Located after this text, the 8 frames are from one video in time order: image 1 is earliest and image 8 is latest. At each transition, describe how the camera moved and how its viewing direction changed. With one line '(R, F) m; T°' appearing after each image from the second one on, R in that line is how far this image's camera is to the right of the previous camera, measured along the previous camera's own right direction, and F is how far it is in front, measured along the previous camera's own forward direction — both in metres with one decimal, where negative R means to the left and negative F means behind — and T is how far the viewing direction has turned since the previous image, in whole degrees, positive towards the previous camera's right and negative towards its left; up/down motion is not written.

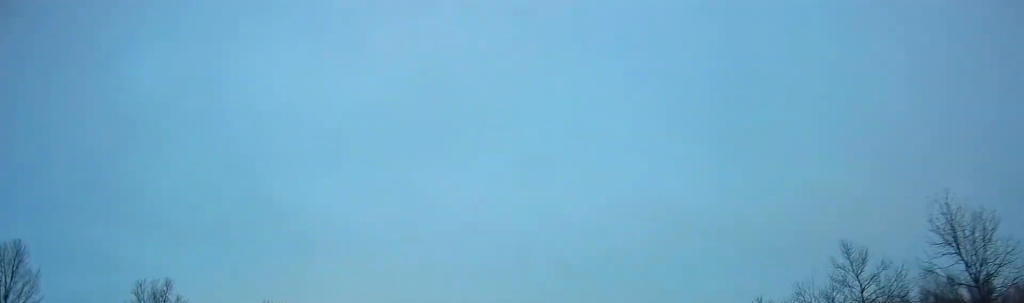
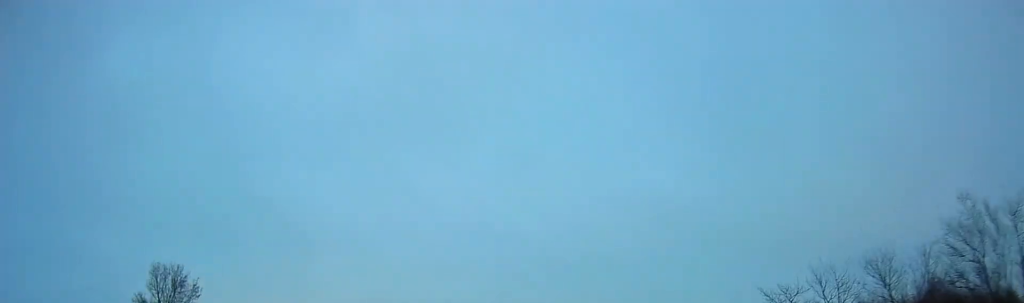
(0.0, +22.4) m; +1°
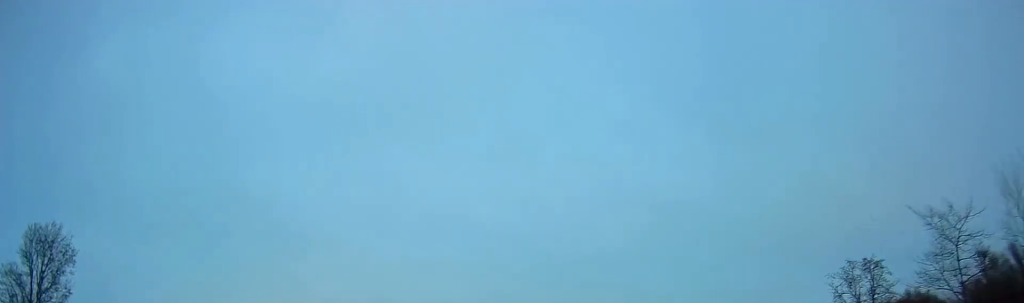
(+0.2, +17.2) m; +1°
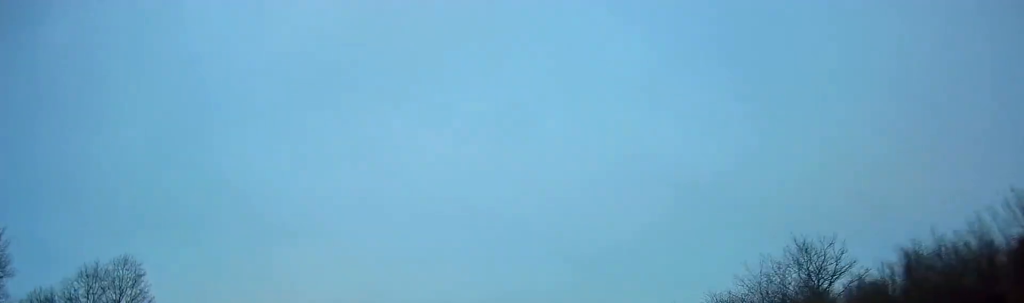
(+2.4, +84.4) m; +3°
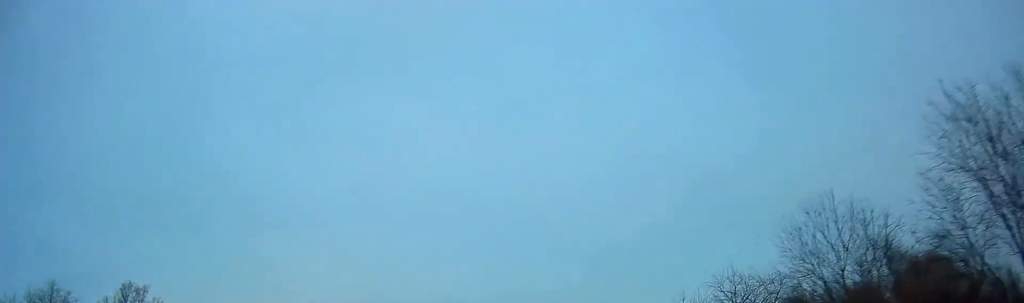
(+0.4, +47.4) m; 0°
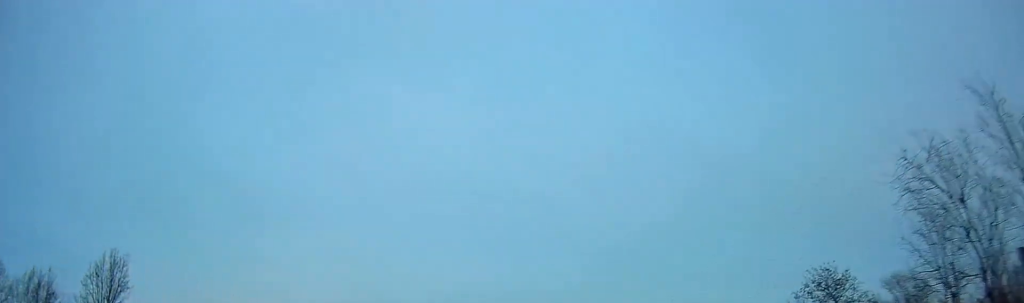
(-0.5, +34.1) m; -1°
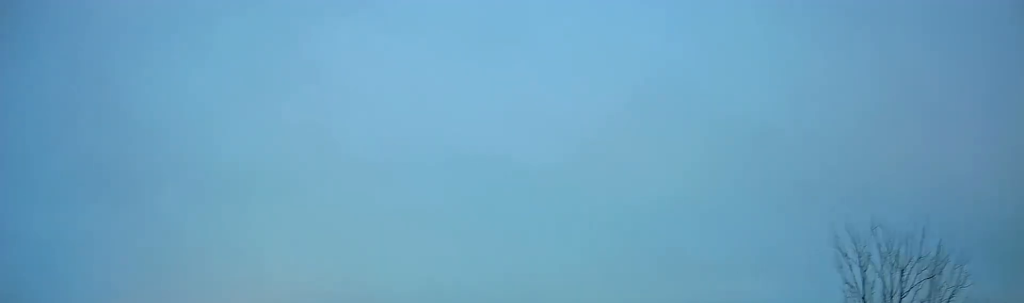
(-0.9, +85.1) m; -1°
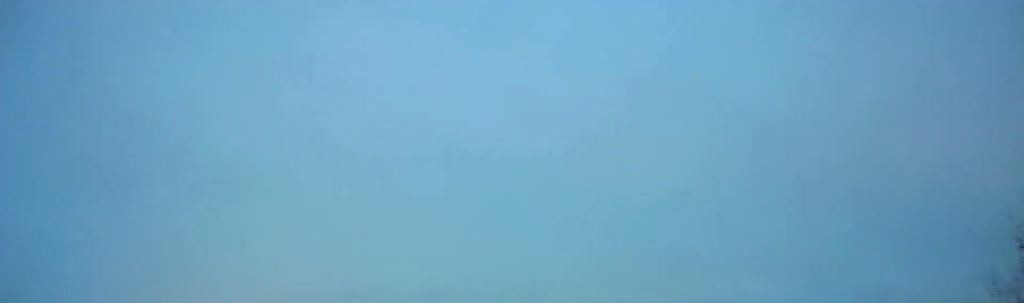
(0.0, +18.2) m; 0°
